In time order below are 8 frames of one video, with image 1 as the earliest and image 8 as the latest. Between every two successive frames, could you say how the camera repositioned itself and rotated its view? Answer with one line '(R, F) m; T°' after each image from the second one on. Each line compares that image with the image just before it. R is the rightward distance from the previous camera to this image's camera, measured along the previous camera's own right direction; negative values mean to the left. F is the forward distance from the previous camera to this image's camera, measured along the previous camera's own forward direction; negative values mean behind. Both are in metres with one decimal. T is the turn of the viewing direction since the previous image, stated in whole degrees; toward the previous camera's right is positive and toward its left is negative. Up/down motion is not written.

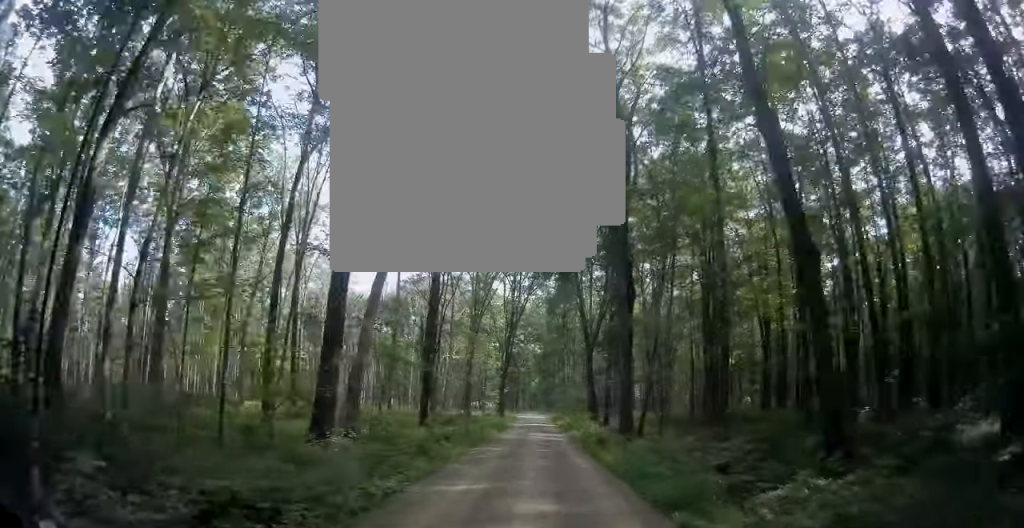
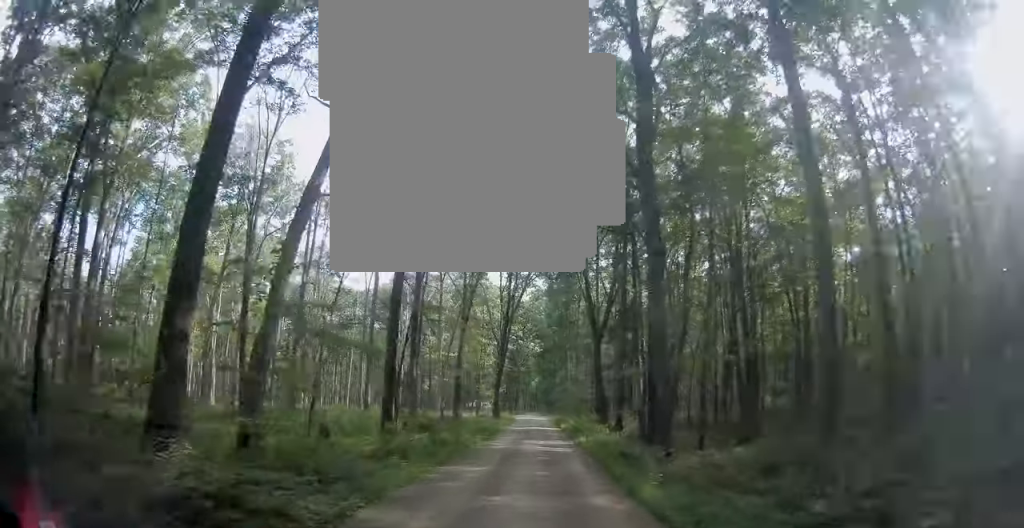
(-0.3, +8.0) m; -2°
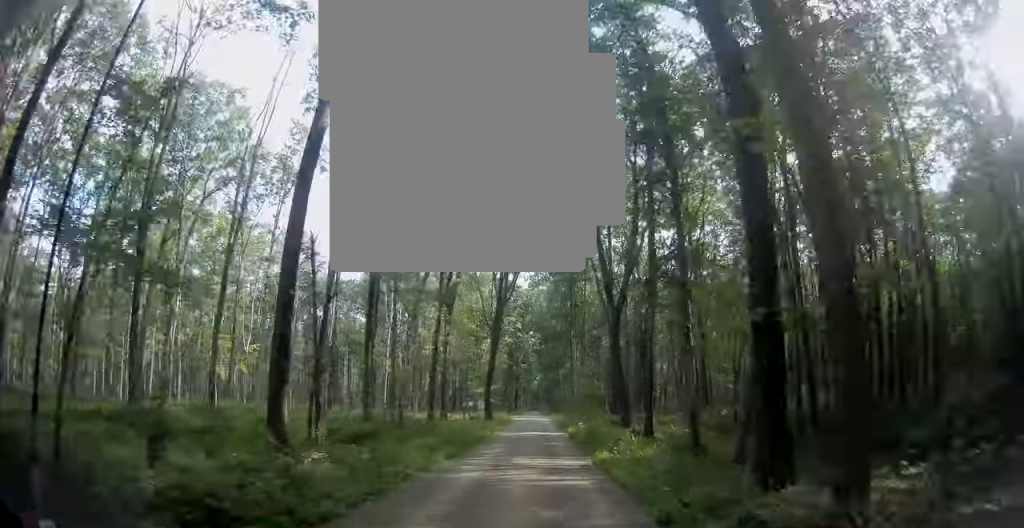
(-0.3, +11.4) m; -1°
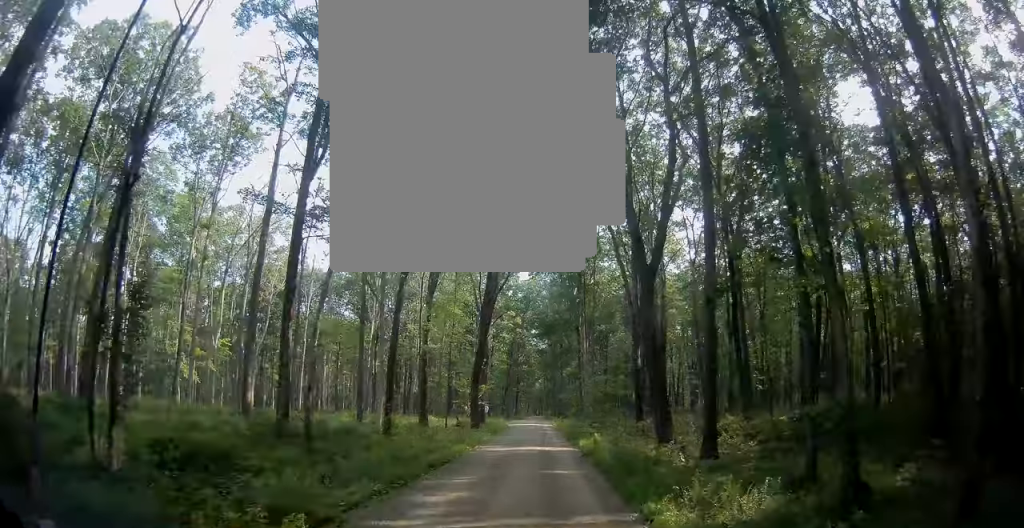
(0.0, +11.0) m; +1°
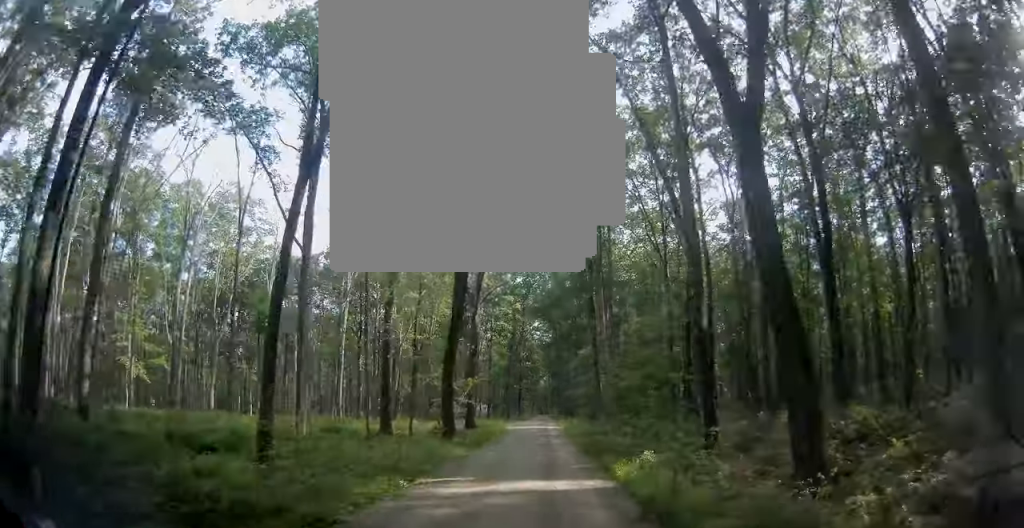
(+0.2, +13.3) m; +1°
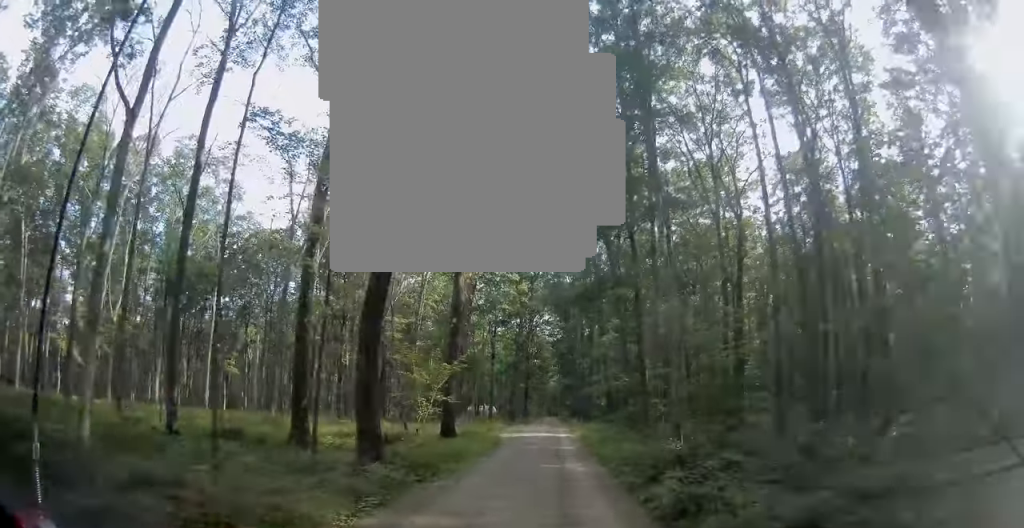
(-0.1, +14.6) m; 0°
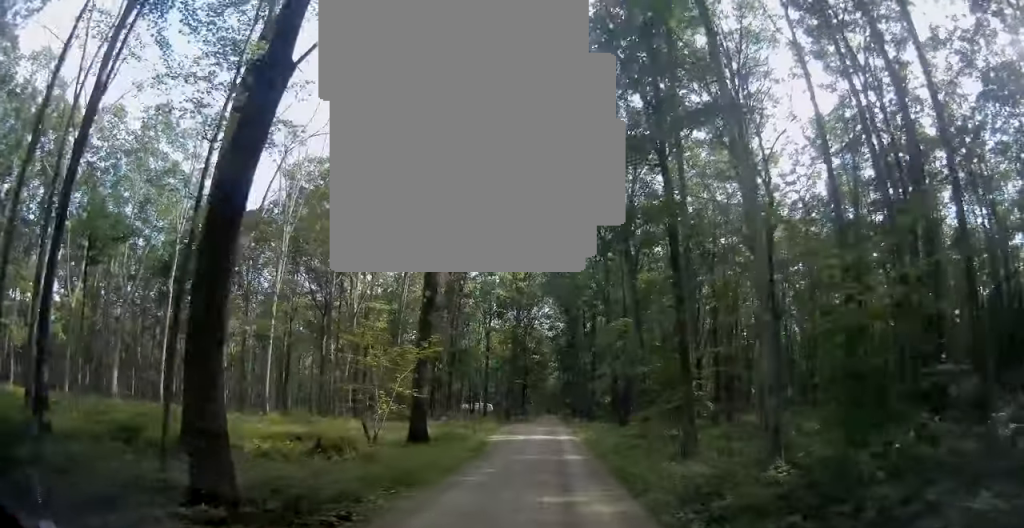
(0.0, +7.6) m; +1°
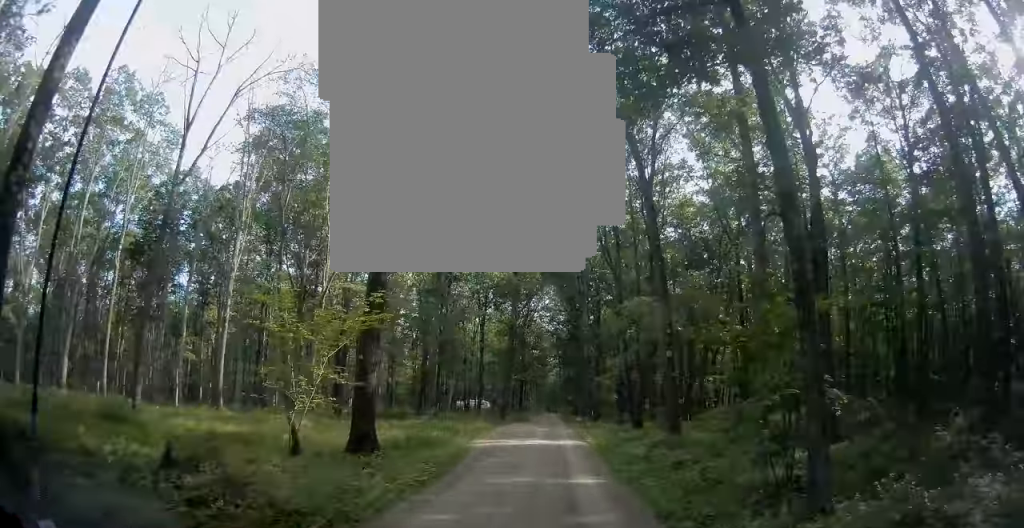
(+0.1, +8.0) m; 0°
